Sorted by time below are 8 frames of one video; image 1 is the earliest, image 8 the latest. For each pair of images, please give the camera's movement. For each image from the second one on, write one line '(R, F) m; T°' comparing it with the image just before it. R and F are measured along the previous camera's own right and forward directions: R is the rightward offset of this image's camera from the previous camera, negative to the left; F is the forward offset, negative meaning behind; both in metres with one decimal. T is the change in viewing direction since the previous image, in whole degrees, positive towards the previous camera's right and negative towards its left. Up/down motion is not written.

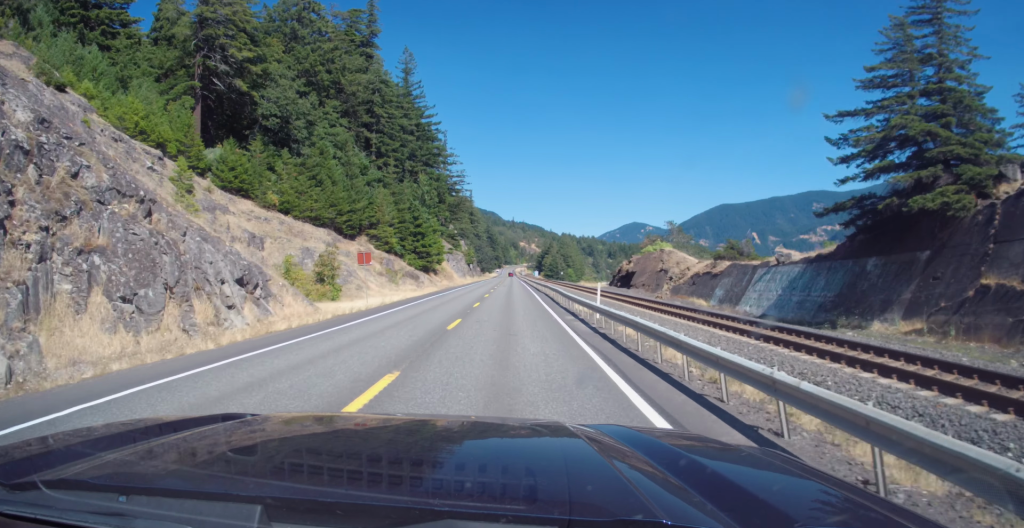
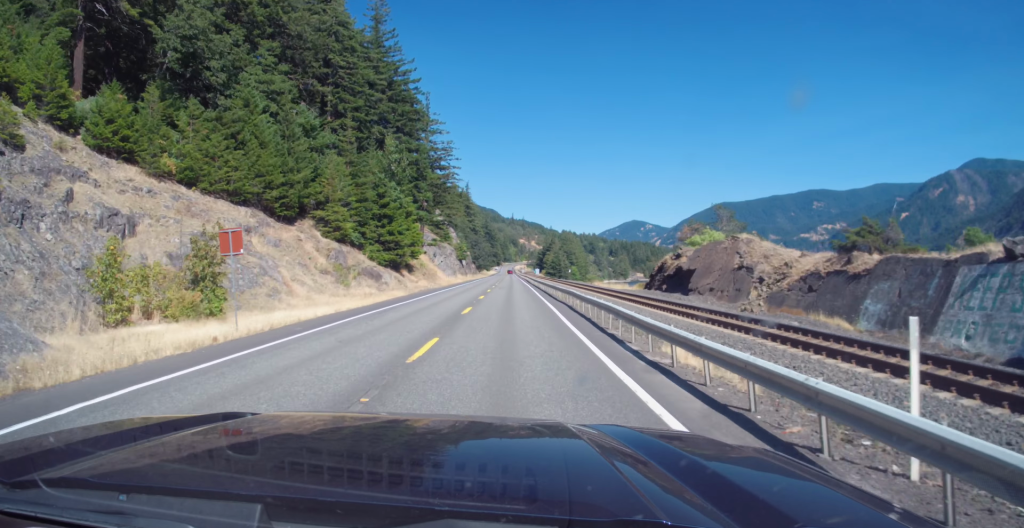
(-0.3, +19.4) m; 0°
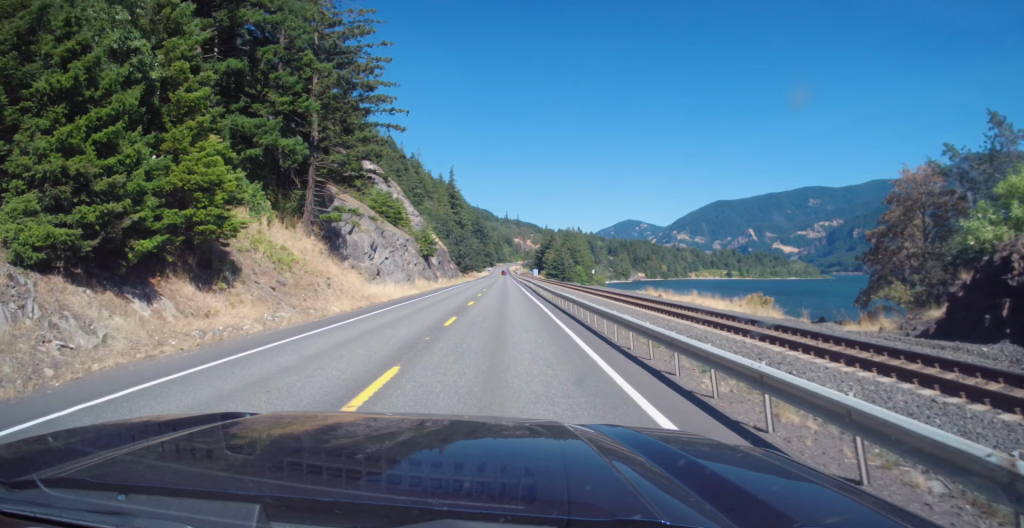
(+0.3, +40.6) m; +1°
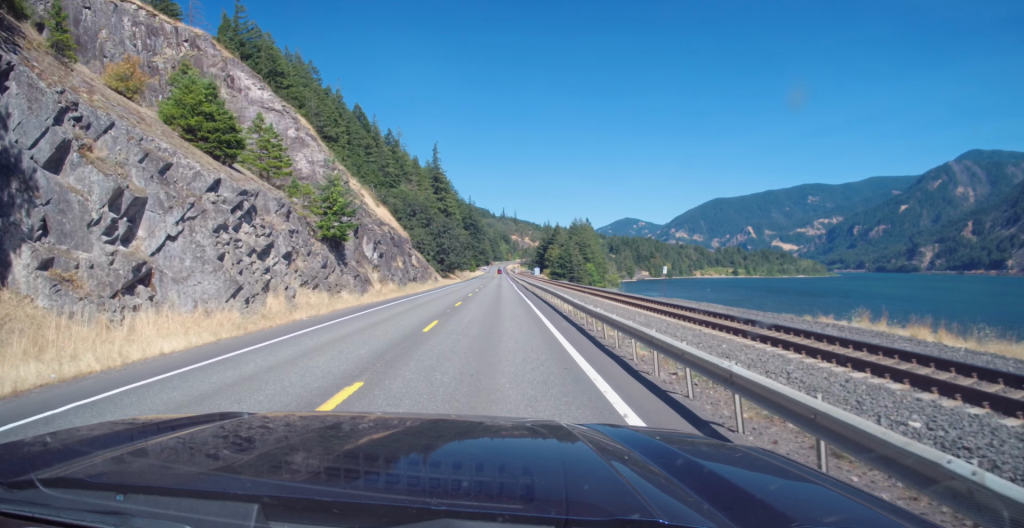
(0.0, +37.8) m; 0°
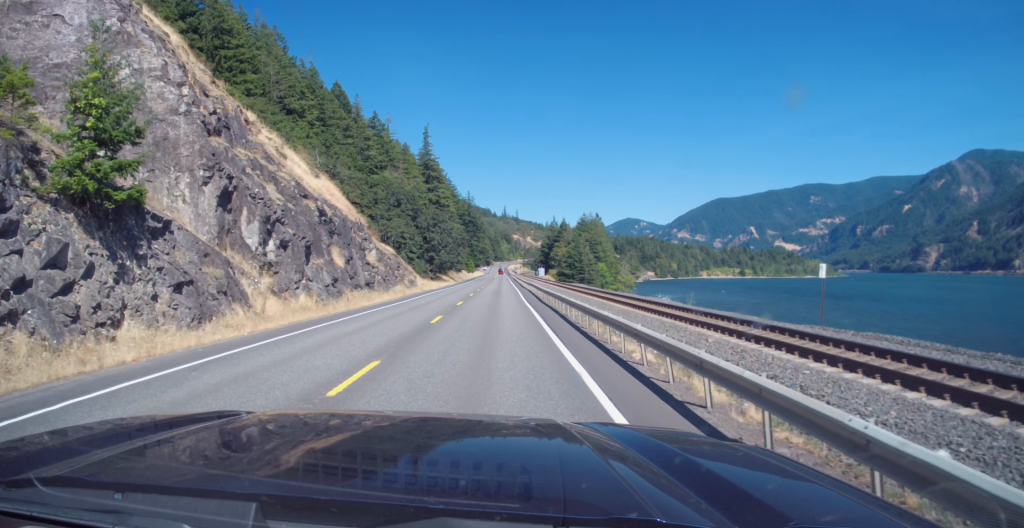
(0.0, +21.7) m; 0°
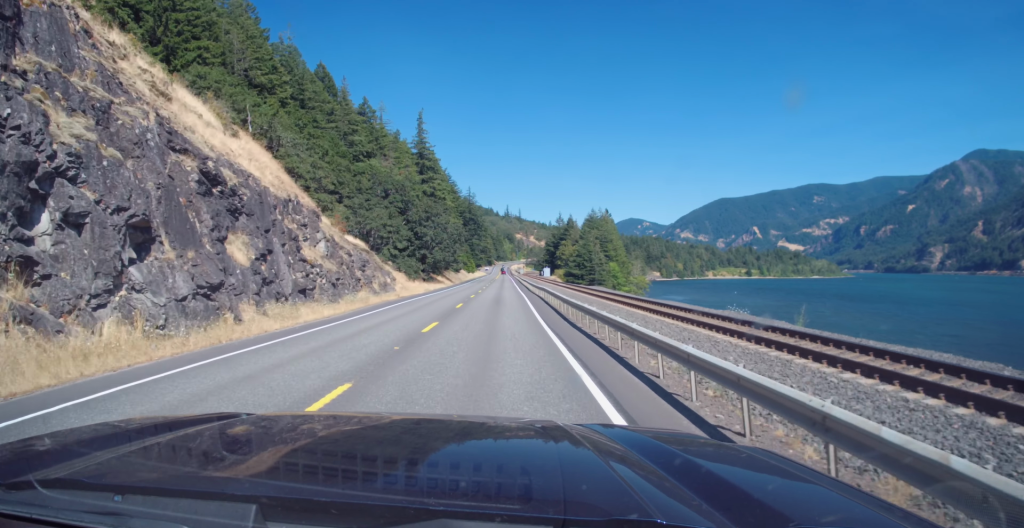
(0.0, +14.5) m; 0°
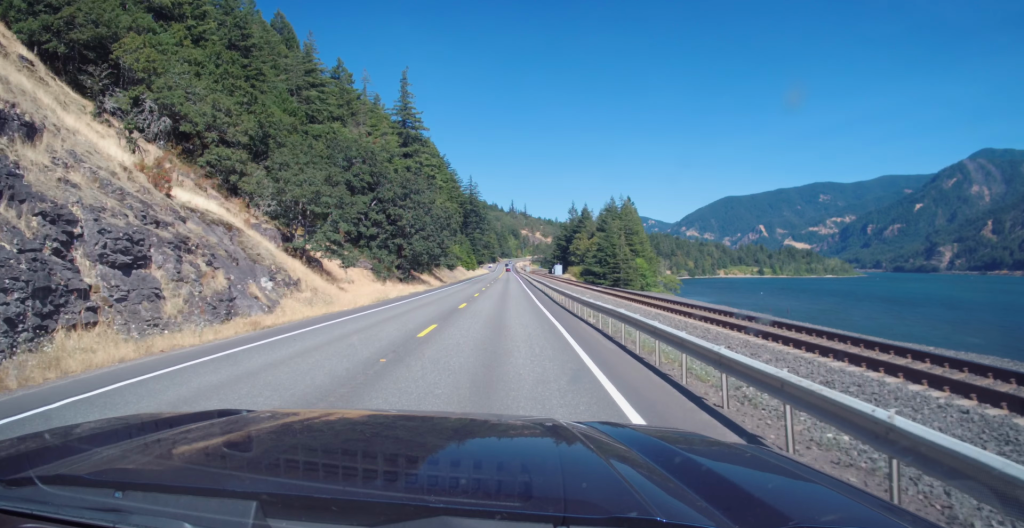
(0.0, +27.1) m; -1°
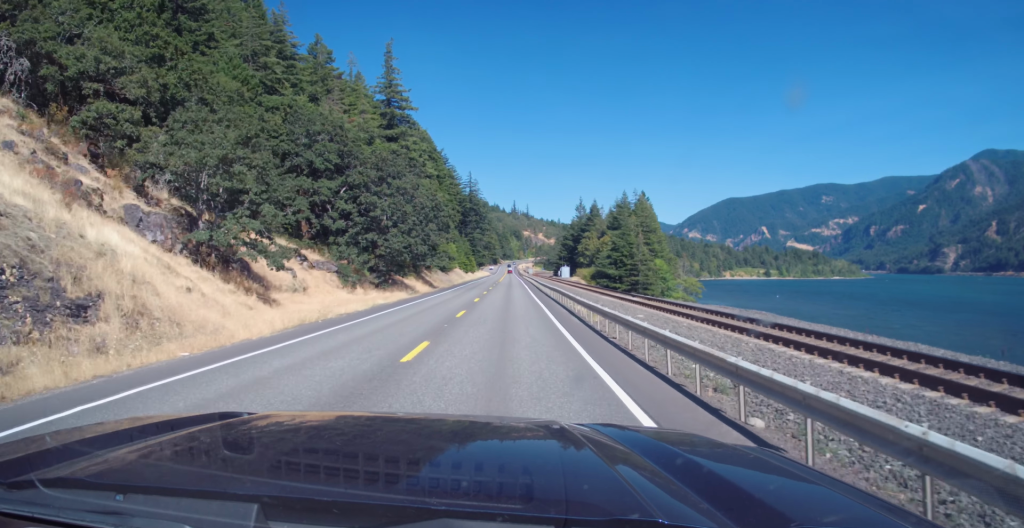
(-0.1, +15.9) m; 0°
